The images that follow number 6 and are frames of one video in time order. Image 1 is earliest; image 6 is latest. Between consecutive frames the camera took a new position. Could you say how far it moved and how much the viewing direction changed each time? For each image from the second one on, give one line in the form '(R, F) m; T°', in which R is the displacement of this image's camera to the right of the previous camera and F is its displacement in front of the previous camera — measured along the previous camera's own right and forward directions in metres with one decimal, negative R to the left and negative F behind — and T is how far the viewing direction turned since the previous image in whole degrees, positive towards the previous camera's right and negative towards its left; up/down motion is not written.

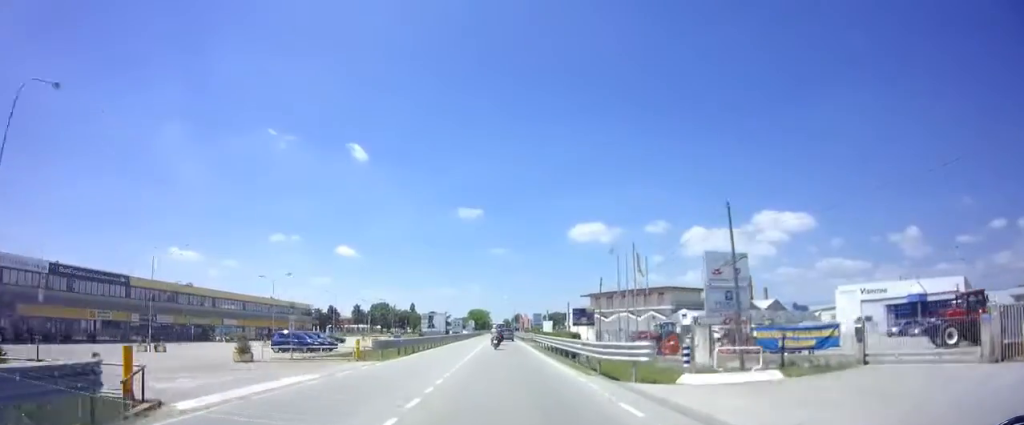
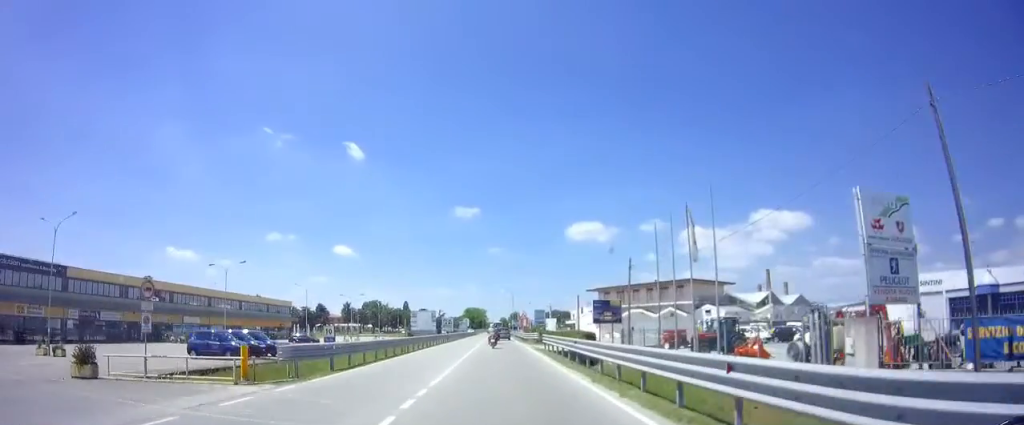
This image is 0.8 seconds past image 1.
(0.0, +11.5) m; 0°
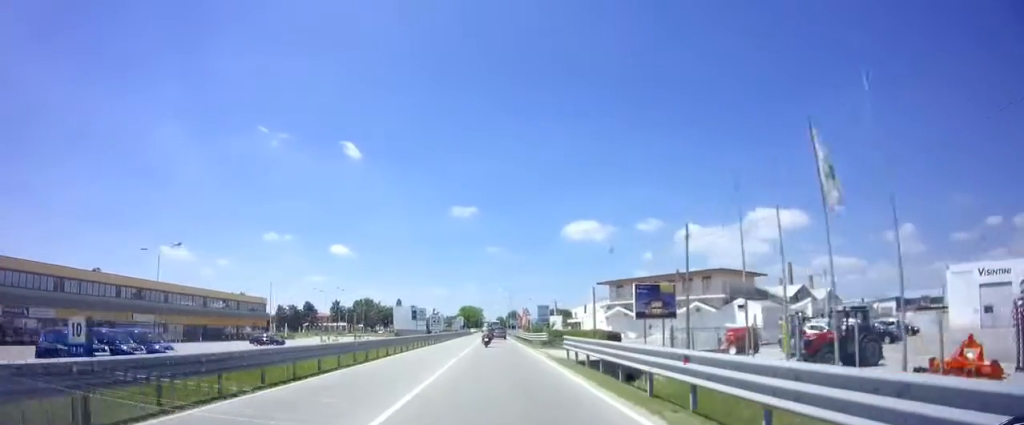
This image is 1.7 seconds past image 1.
(0.0, +12.3) m; 0°
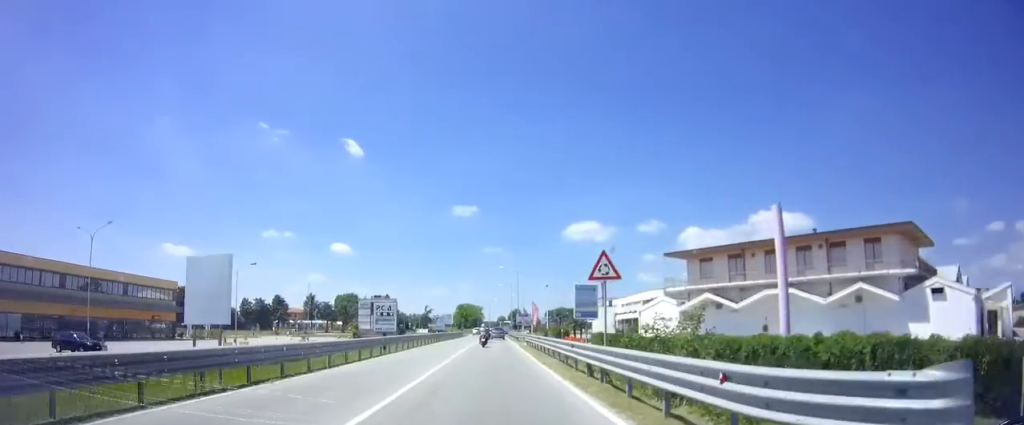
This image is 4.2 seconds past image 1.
(-0.1, +33.7) m; 0°
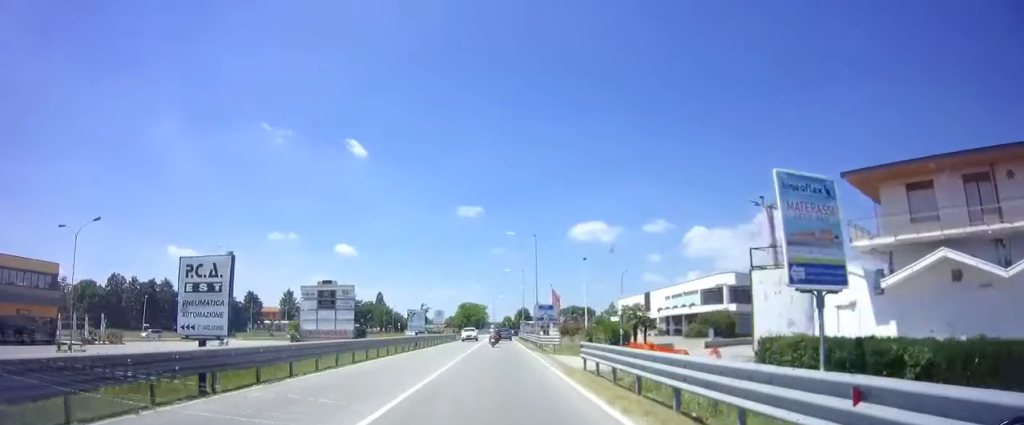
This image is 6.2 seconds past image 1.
(+0.3, +27.1) m; -2°
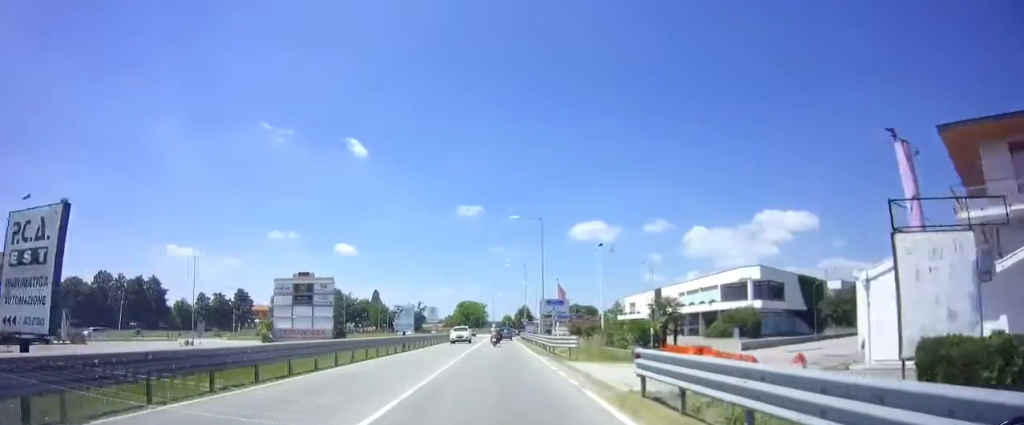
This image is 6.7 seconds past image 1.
(-0.2, +6.7) m; 0°
